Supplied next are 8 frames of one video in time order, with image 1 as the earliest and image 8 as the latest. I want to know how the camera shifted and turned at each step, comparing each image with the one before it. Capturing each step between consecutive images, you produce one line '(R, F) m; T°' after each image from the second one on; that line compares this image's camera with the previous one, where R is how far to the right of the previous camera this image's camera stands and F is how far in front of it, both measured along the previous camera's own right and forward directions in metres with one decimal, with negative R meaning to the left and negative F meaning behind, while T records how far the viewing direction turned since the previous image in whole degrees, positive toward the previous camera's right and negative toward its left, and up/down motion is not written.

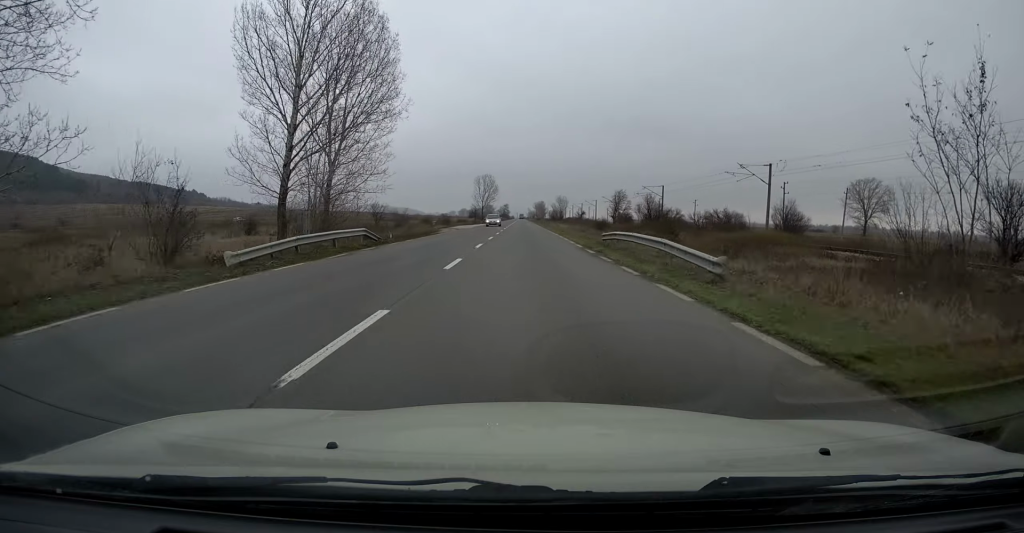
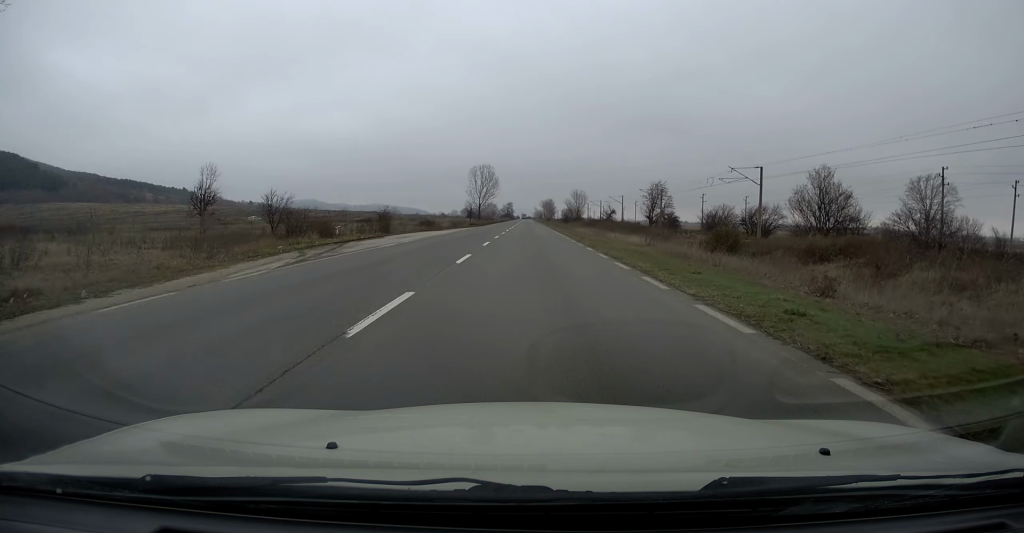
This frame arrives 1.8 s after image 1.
(0.0, +40.5) m; 0°
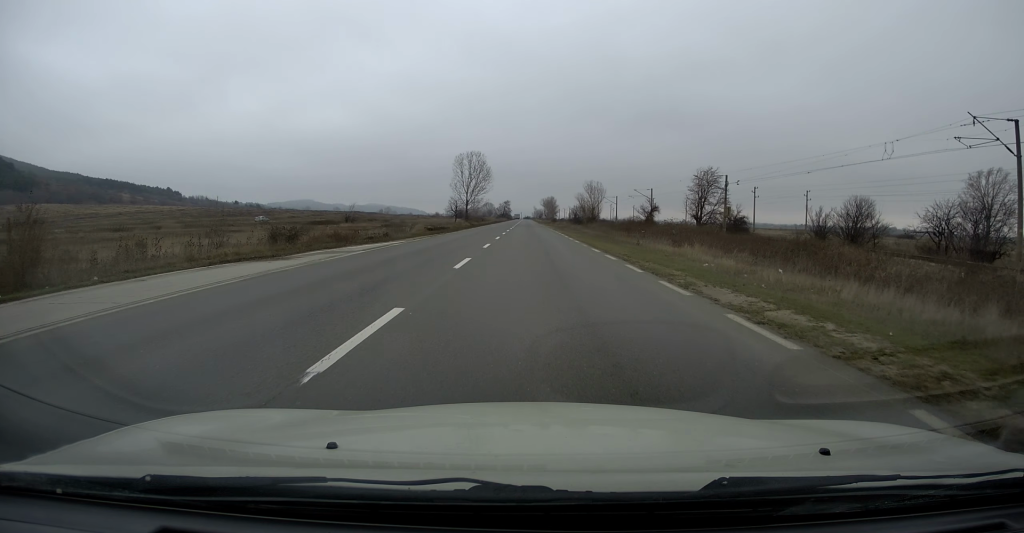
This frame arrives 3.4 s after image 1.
(-0.1, +36.7) m; -1°
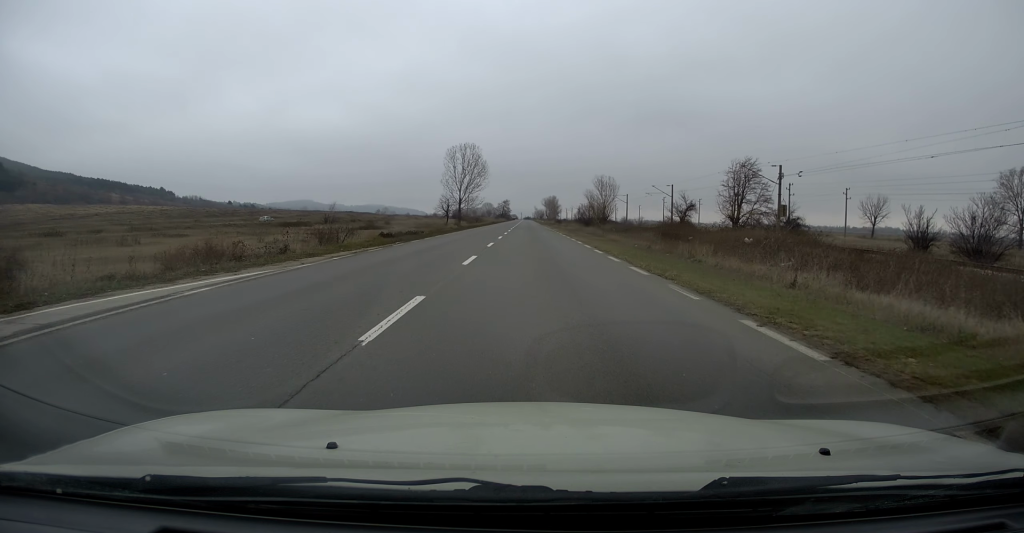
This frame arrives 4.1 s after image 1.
(-0.3, +16.7) m; 0°
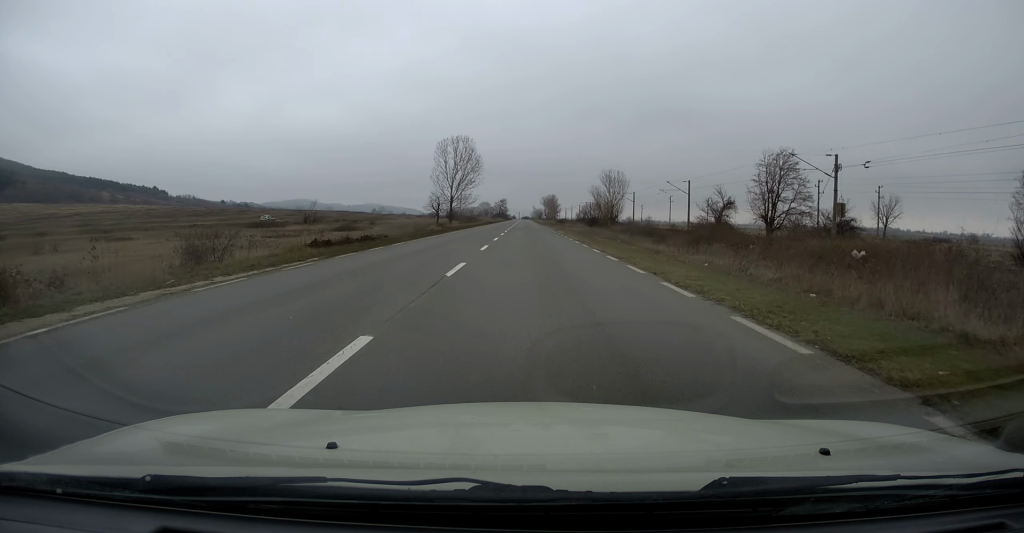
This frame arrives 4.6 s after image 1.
(+0.1, +12.0) m; 0°
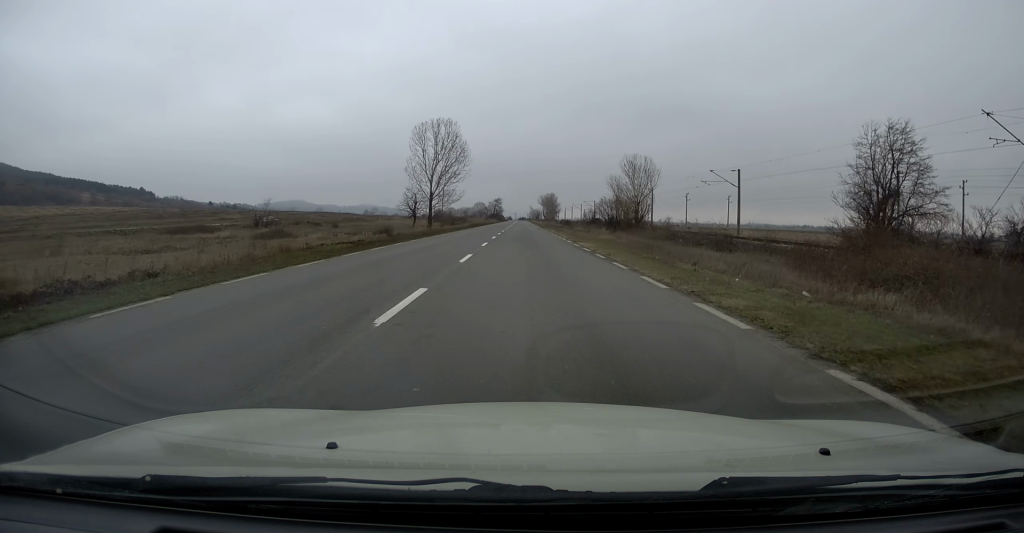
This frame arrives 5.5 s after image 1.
(+0.2, +23.5) m; +1°
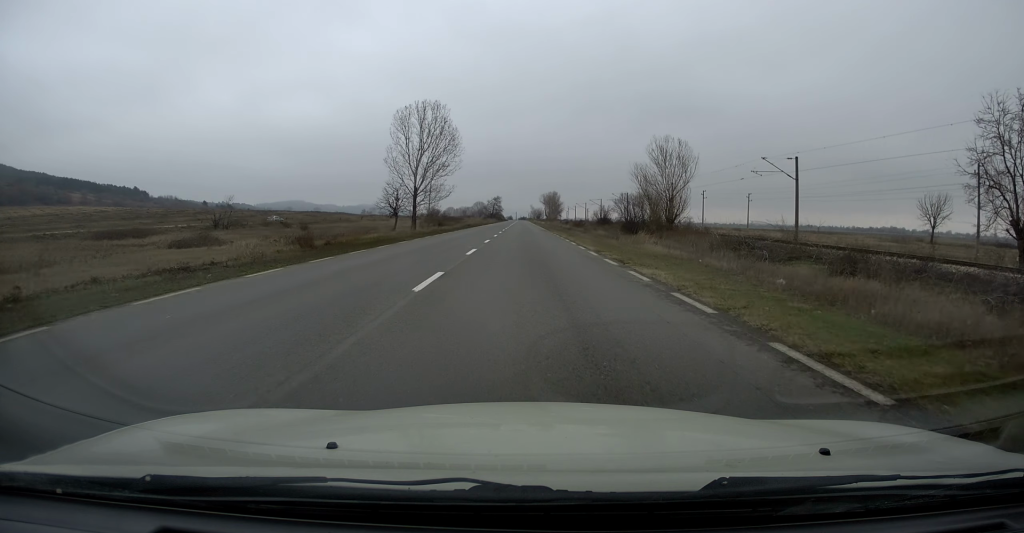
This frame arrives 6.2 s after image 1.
(0.0, +15.6) m; 0°
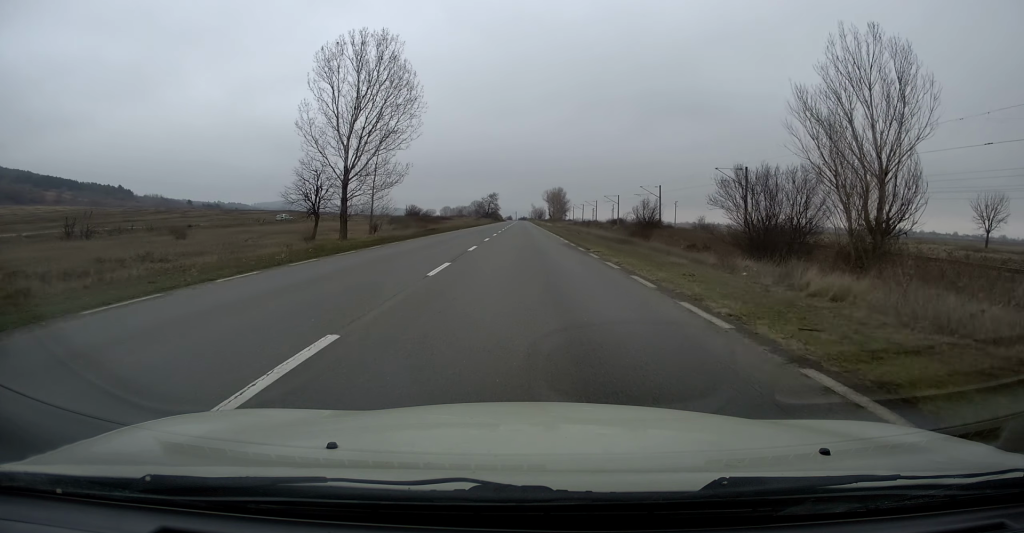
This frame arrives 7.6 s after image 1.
(0.0, +36.1) m; 0°
